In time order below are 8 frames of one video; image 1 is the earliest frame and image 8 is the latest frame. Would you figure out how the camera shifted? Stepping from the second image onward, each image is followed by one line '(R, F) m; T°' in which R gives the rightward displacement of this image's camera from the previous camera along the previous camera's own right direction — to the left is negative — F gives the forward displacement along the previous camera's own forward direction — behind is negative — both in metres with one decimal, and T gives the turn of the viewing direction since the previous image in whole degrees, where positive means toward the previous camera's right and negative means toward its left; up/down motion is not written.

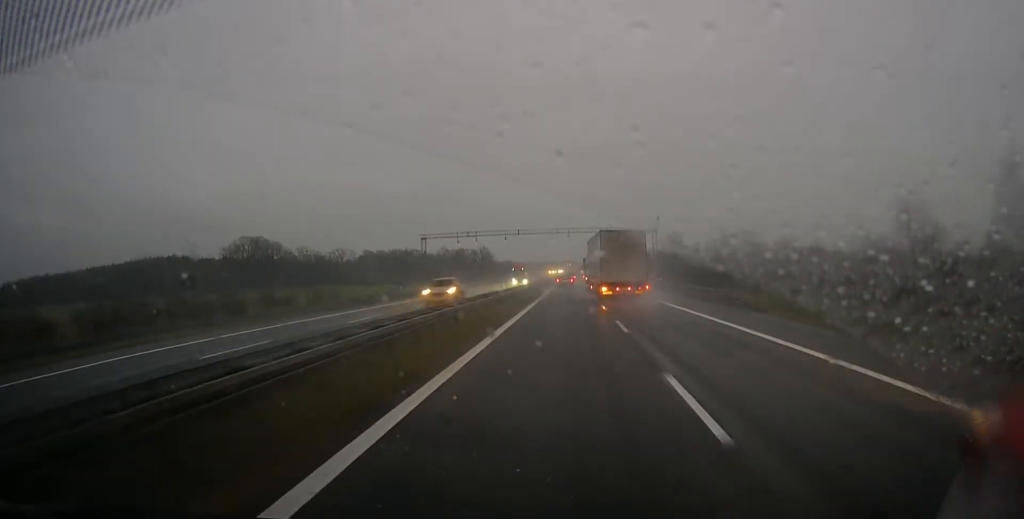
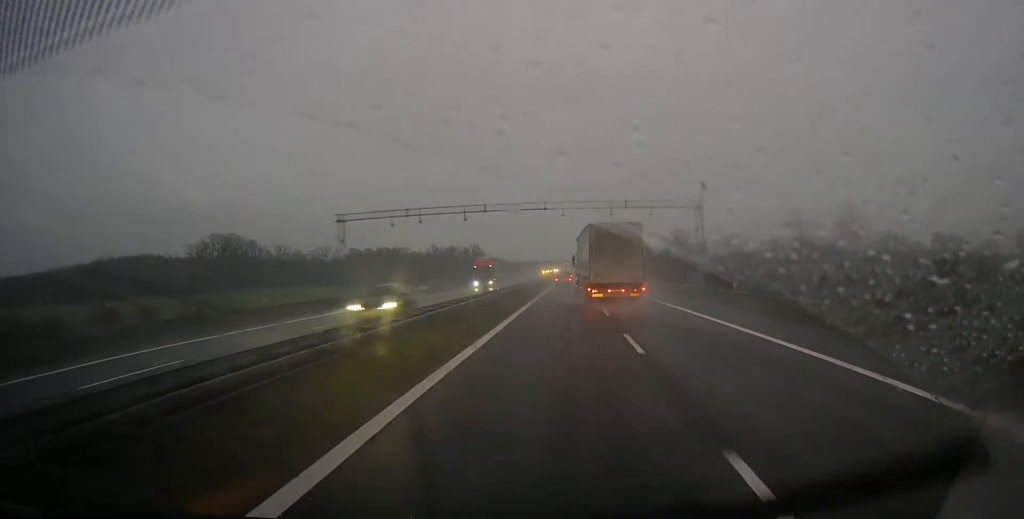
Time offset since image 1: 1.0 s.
(0.0, +29.0) m; 0°
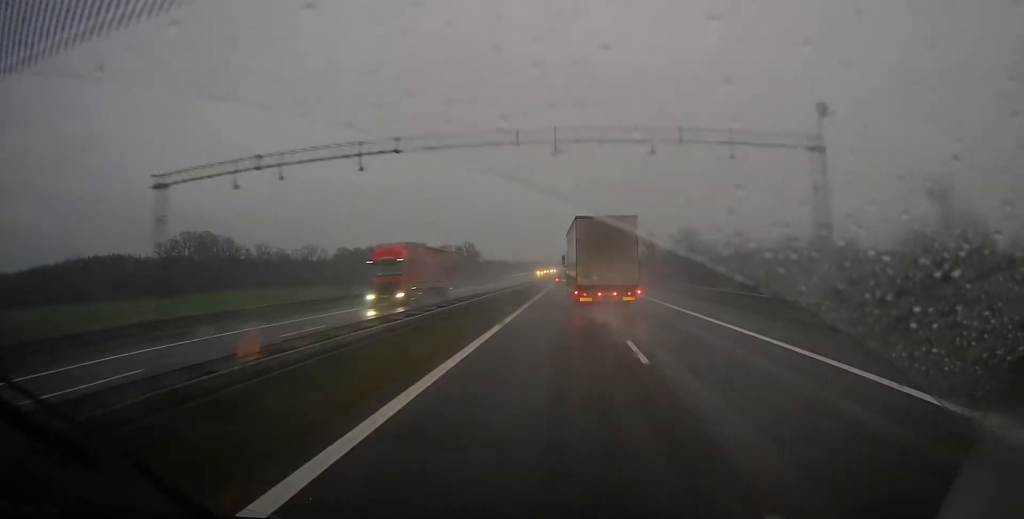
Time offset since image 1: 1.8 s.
(0.0, +25.6) m; 0°
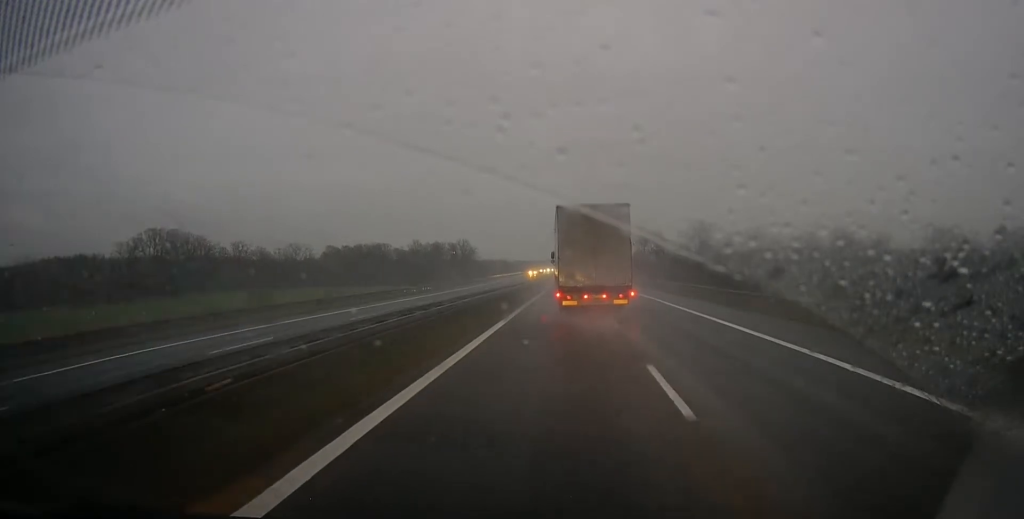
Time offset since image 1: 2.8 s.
(+0.1, +28.2) m; 0°
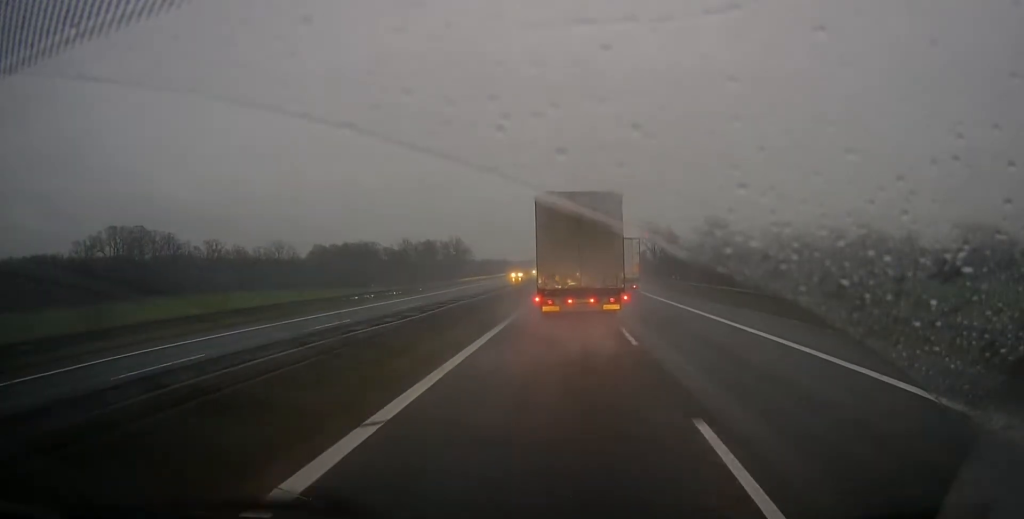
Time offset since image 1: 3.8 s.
(0.0, +28.6) m; 0°
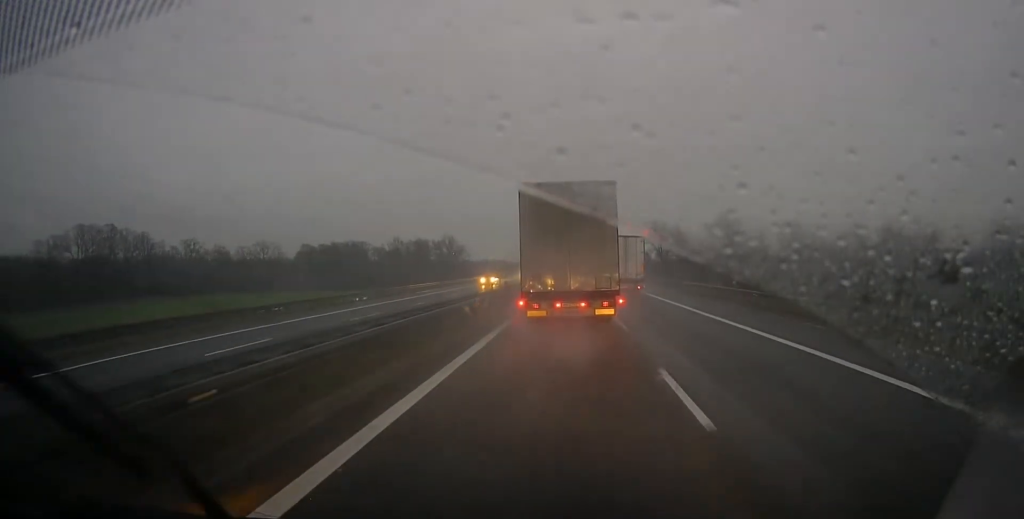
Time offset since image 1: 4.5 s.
(0.0, +20.5) m; 0°
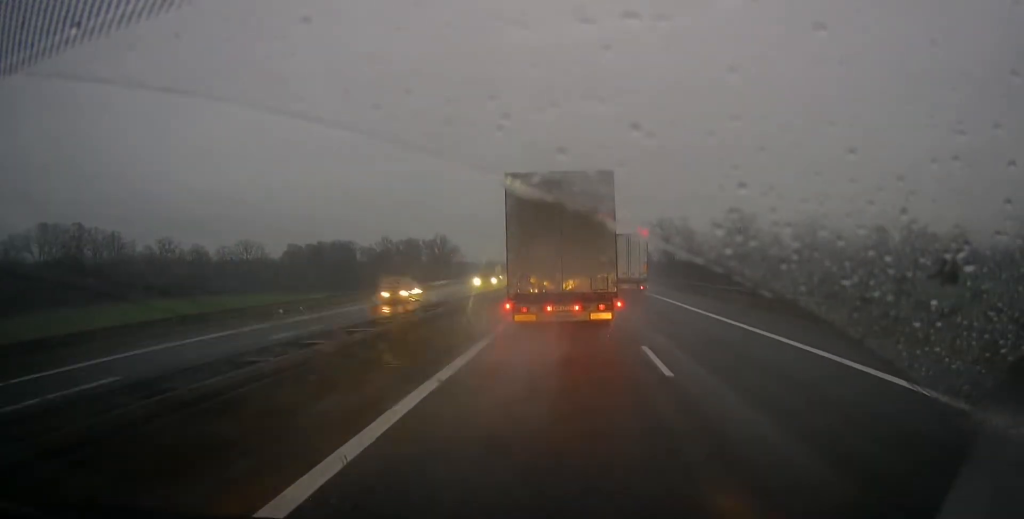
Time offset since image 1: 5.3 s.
(0.0, +20.2) m; 0°
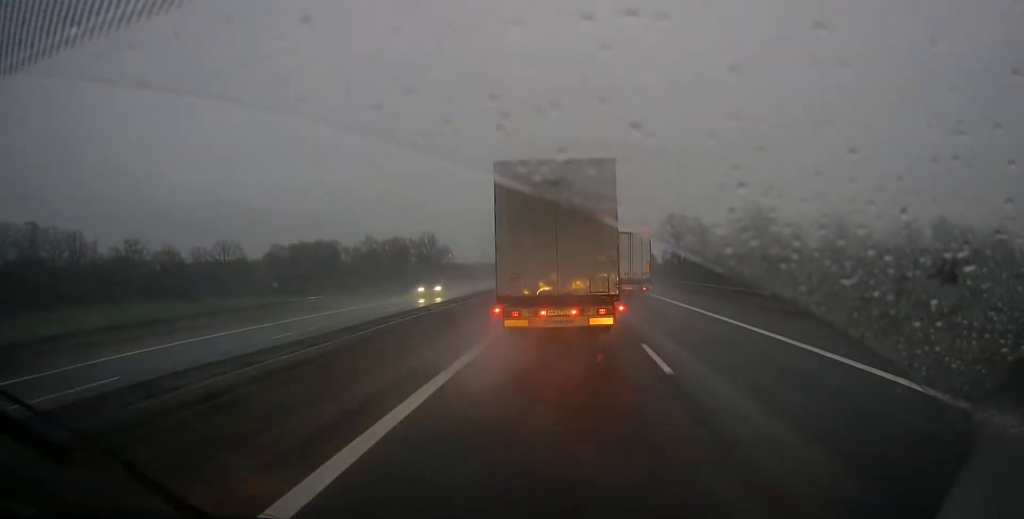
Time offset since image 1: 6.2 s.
(0.0, +24.2) m; 0°
